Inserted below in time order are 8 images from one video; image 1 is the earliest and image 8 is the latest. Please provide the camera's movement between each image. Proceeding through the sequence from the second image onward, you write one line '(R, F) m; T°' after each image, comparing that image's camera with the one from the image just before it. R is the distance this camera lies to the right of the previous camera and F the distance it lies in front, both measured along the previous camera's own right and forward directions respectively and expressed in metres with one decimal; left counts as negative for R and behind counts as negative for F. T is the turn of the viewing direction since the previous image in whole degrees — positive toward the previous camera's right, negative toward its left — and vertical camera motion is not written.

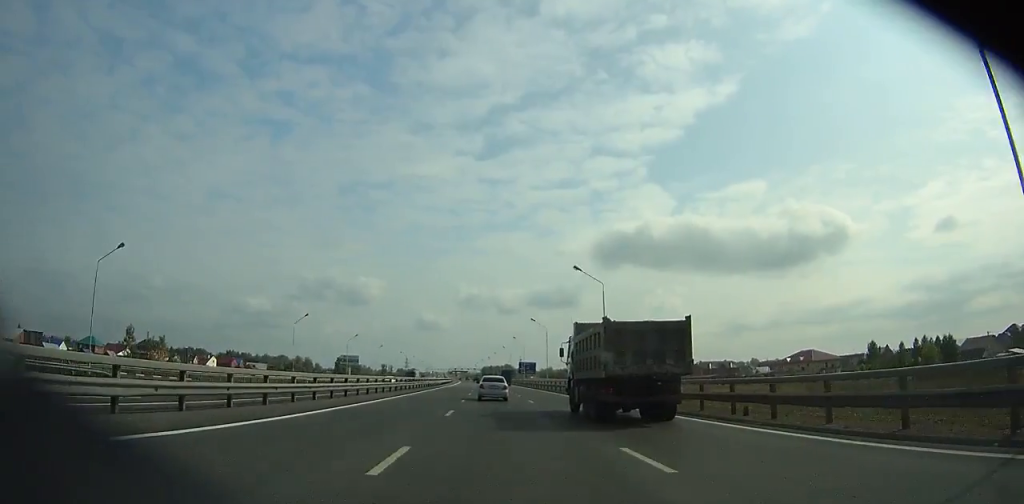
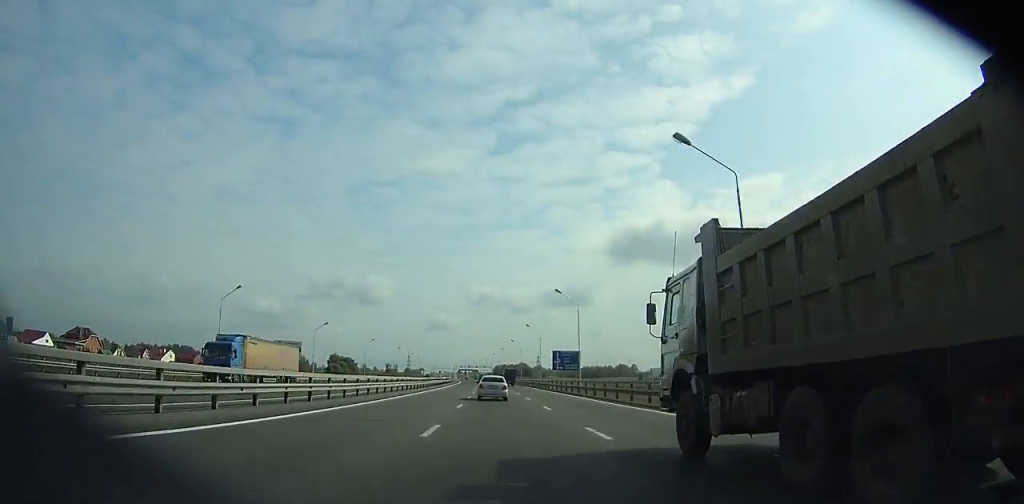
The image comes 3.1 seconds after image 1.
(-0.6, +65.7) m; -1°
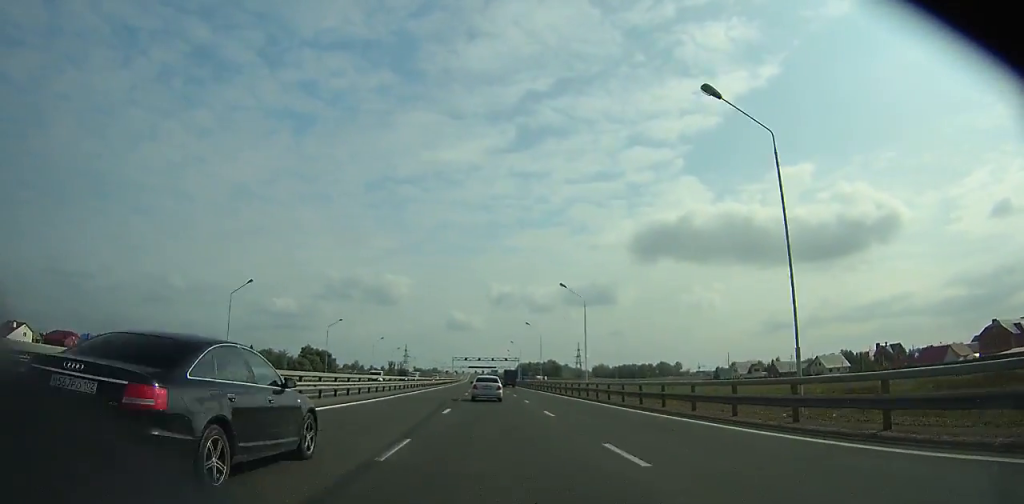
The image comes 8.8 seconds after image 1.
(-2.2, +120.8) m; -2°
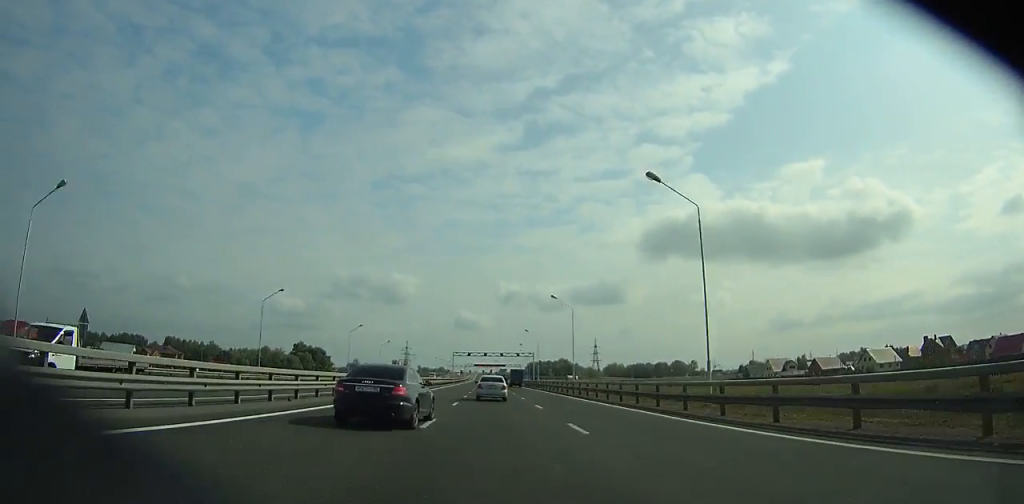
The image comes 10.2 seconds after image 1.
(-0.2, +29.6) m; 0°
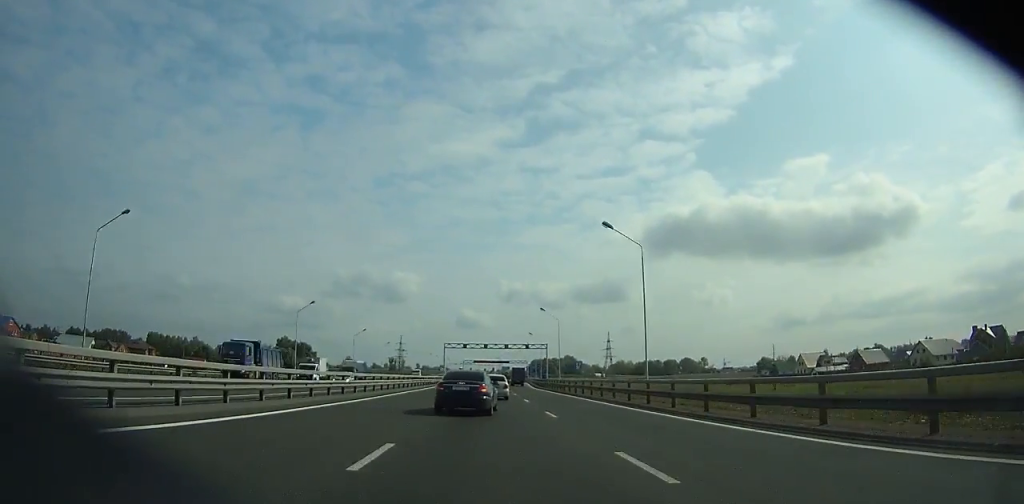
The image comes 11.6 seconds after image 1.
(0.0, +29.7) m; 0°
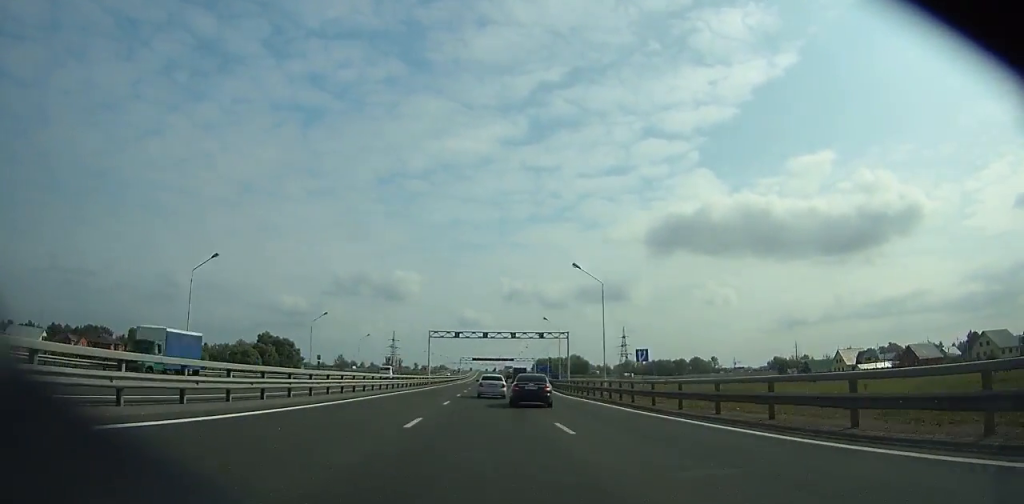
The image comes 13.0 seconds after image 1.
(-0.2, +29.7) m; 0°
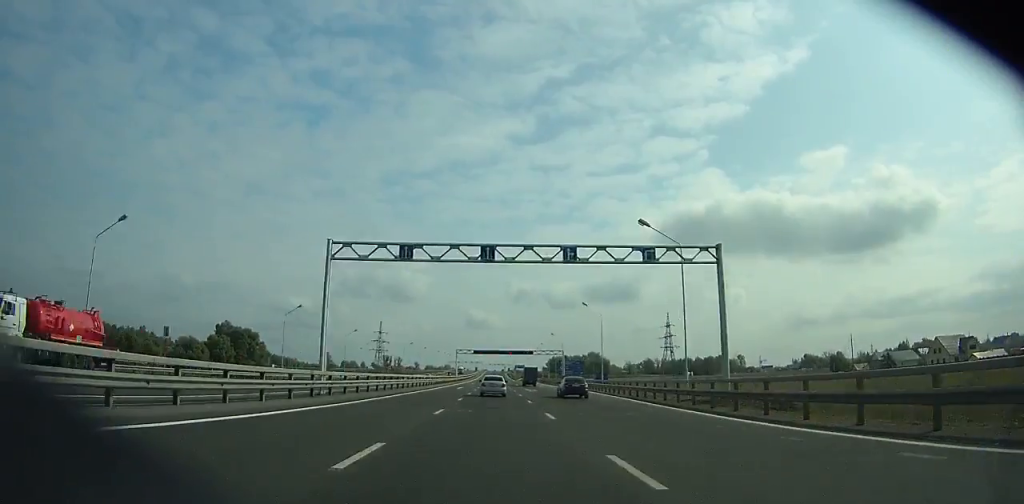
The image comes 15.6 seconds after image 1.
(-0.3, +55.4) m; 0°
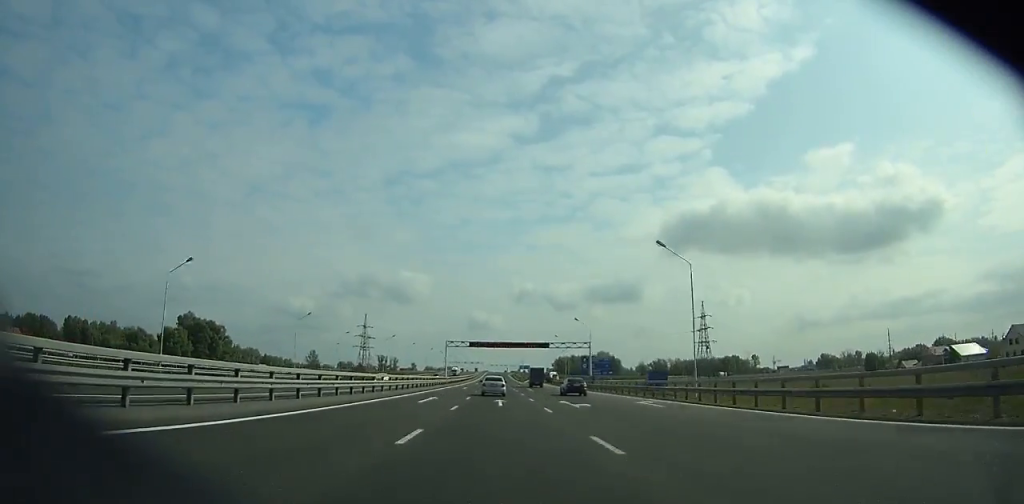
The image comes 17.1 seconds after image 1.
(-0.1, +32.2) m; 0°
